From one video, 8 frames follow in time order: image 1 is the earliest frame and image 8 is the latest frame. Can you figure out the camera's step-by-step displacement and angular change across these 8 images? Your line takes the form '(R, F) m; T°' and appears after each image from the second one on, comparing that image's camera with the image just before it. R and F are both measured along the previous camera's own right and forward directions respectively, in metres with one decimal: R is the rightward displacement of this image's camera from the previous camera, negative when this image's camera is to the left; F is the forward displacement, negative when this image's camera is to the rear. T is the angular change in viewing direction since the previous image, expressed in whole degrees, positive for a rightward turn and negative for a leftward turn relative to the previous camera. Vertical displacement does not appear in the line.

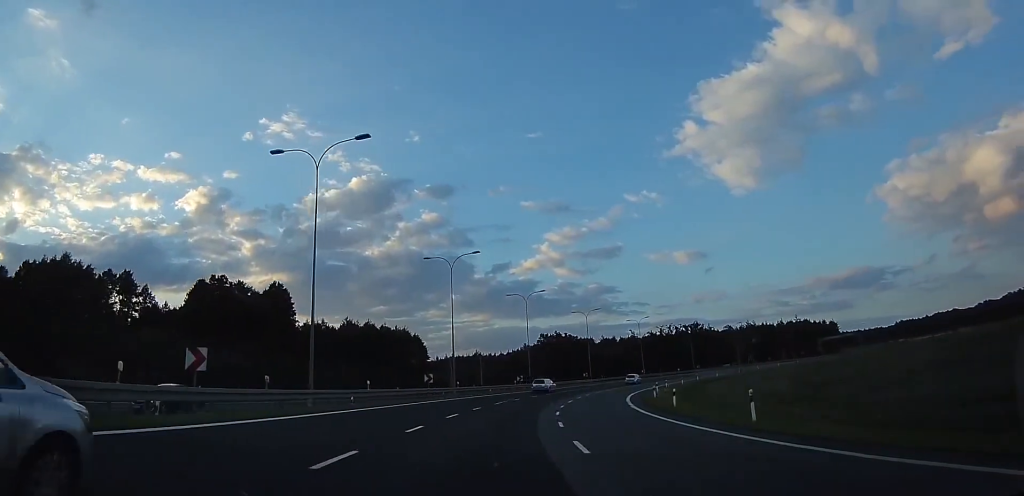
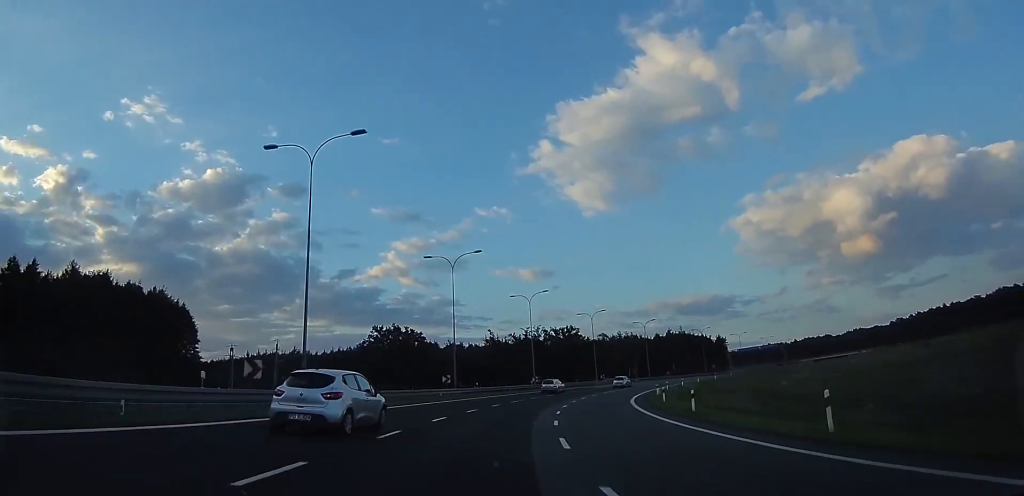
(+8.0, +41.2) m; +18°
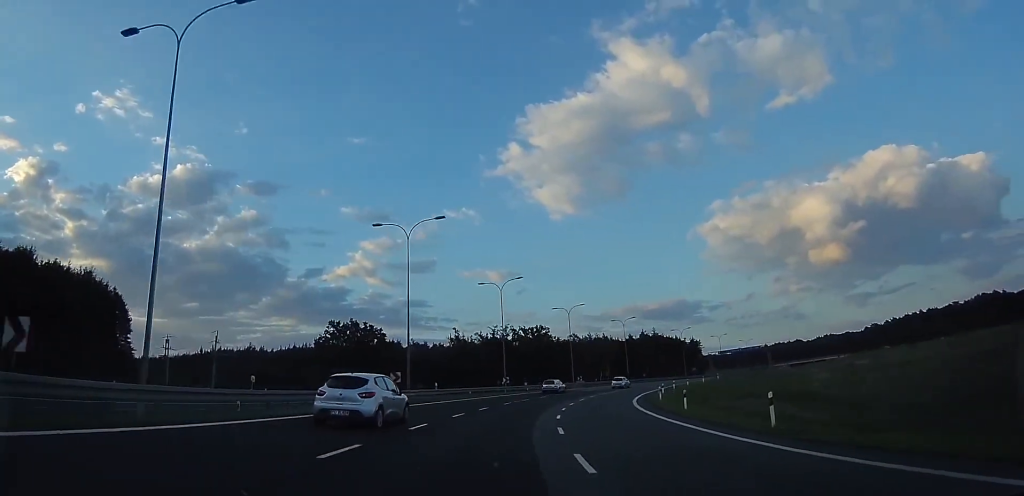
(-0.4, +9.0) m; +3°
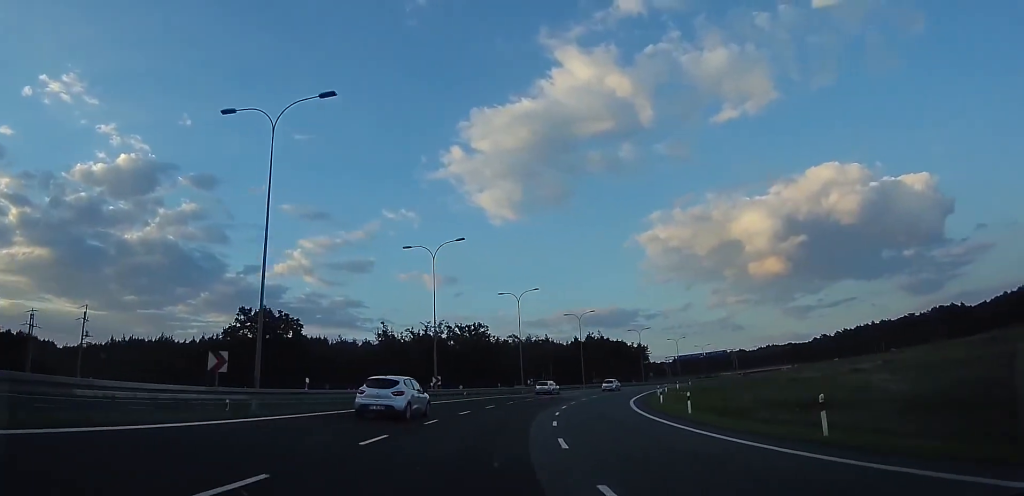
(+1.5, +15.2) m; +9°
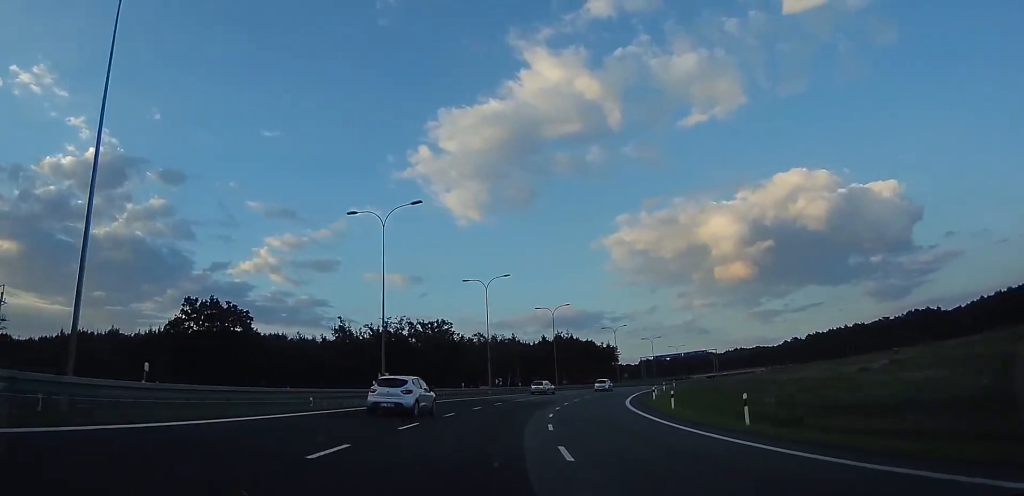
(+0.4, +8.0) m; +4°
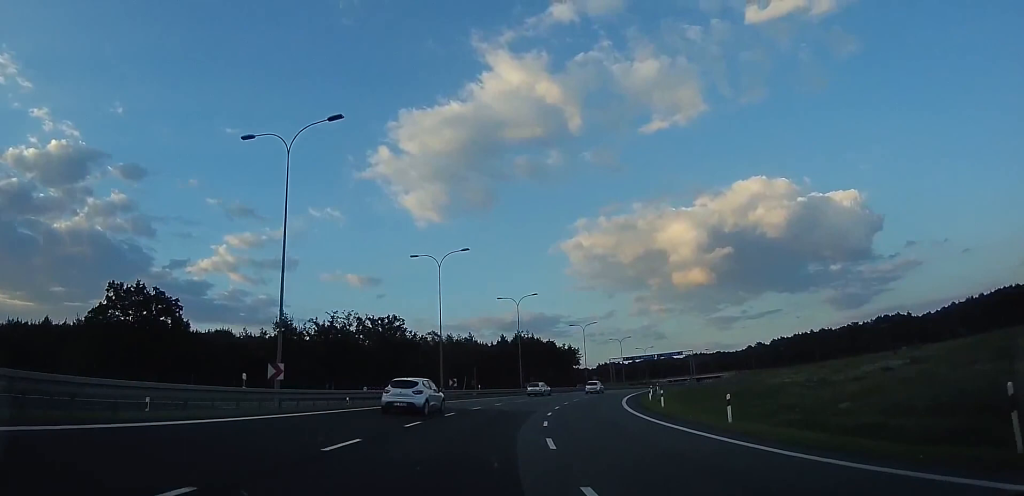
(+0.5, +10.5) m; +4°
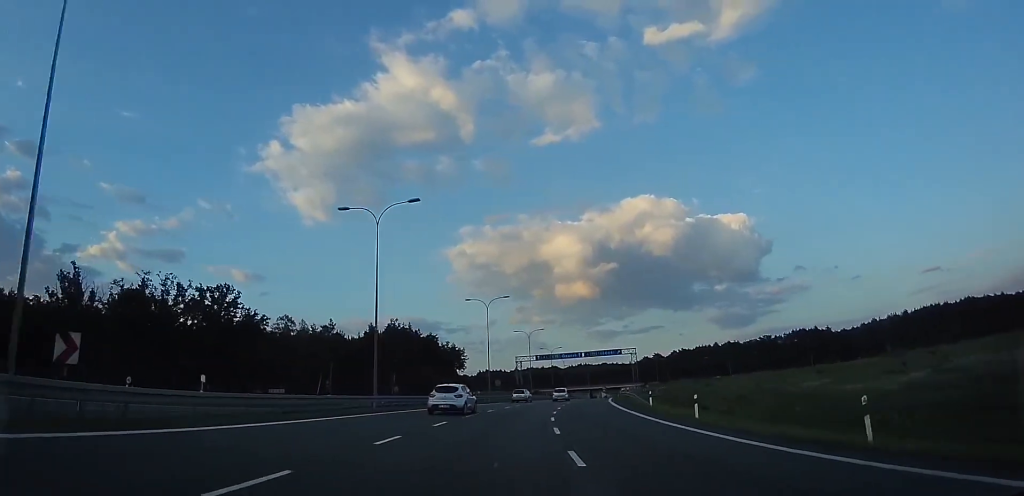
(+4.4, +32.1) m; +16°
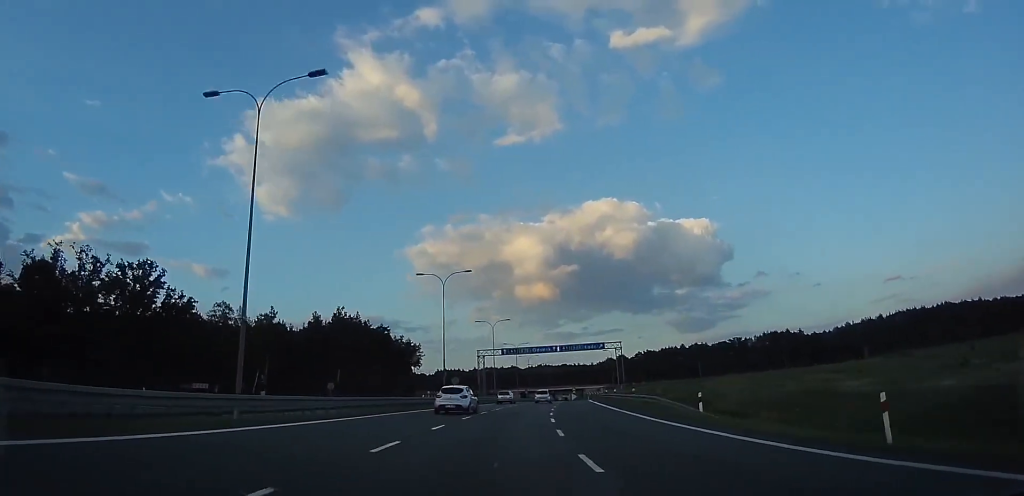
(+0.8, +12.7) m; +5°
